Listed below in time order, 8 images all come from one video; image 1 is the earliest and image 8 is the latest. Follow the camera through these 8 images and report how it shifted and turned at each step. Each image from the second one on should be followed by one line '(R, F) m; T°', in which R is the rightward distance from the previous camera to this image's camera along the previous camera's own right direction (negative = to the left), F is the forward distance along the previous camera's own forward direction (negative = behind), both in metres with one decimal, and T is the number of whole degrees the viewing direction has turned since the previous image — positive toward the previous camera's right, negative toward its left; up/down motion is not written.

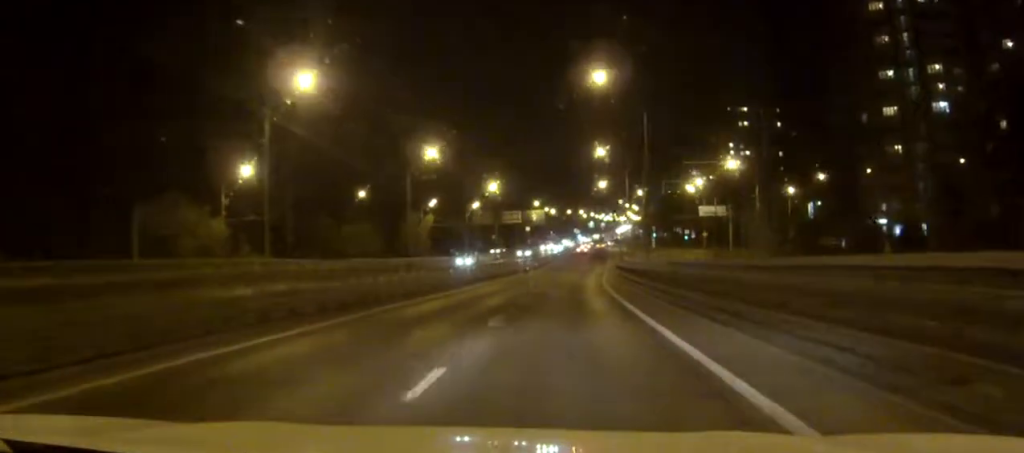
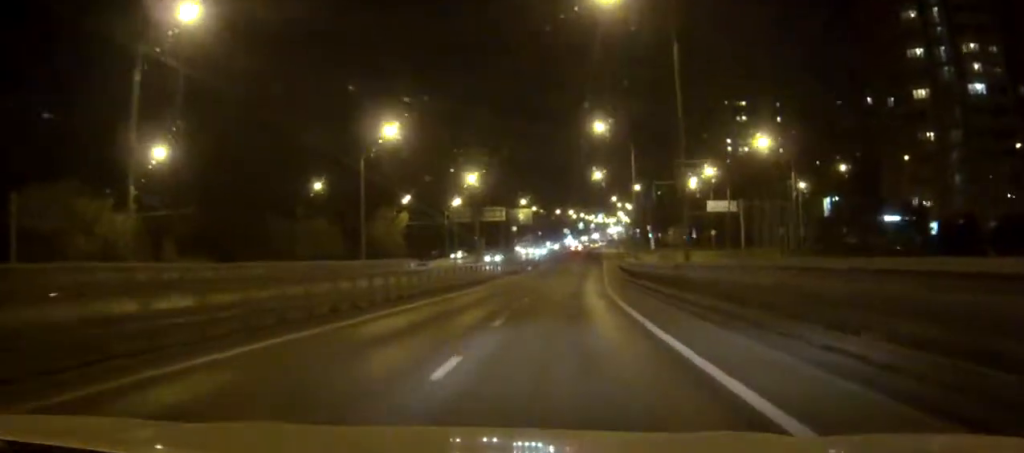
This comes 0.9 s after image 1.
(+0.1, +14.2) m; +1°
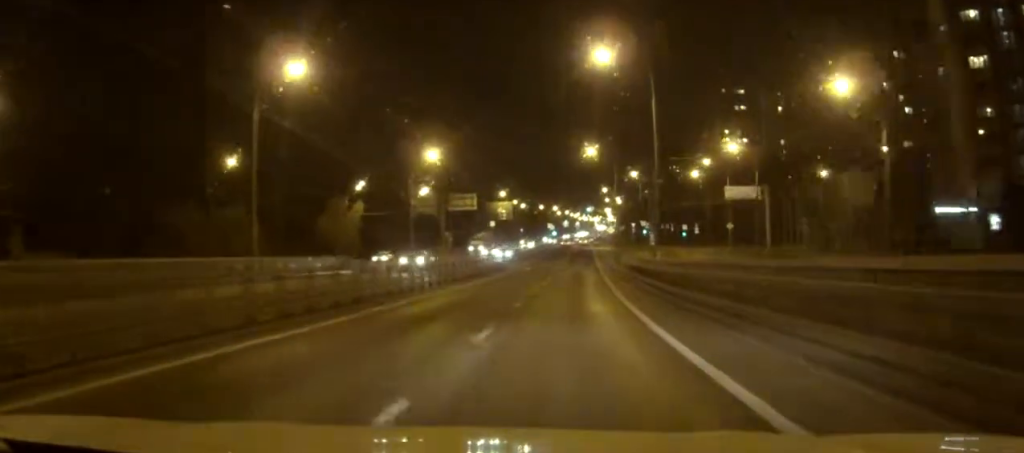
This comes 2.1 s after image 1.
(+0.2, +19.7) m; +1°
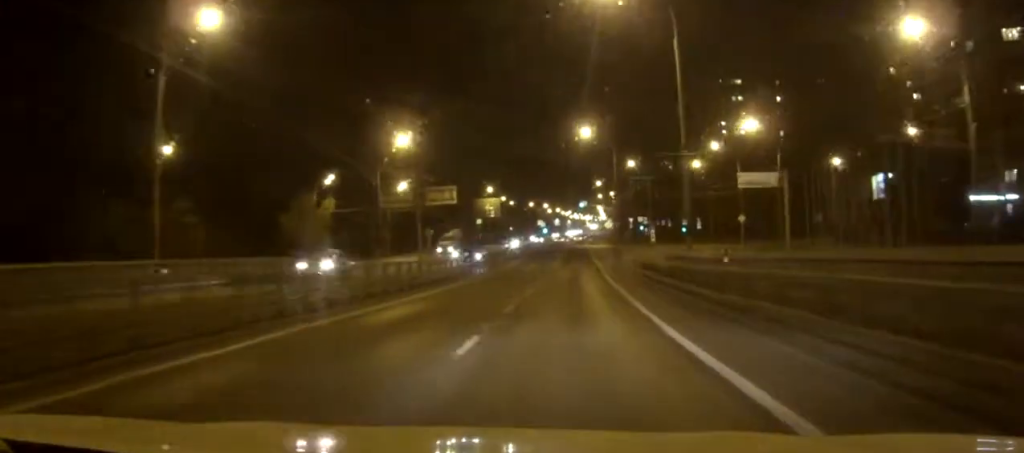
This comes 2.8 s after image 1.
(0.0, +10.1) m; +1°
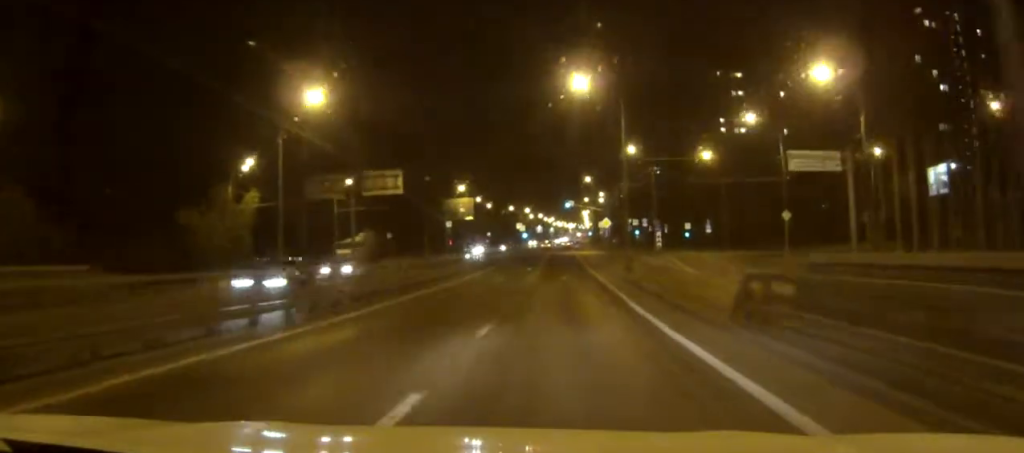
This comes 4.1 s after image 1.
(+0.2, +20.9) m; +1°
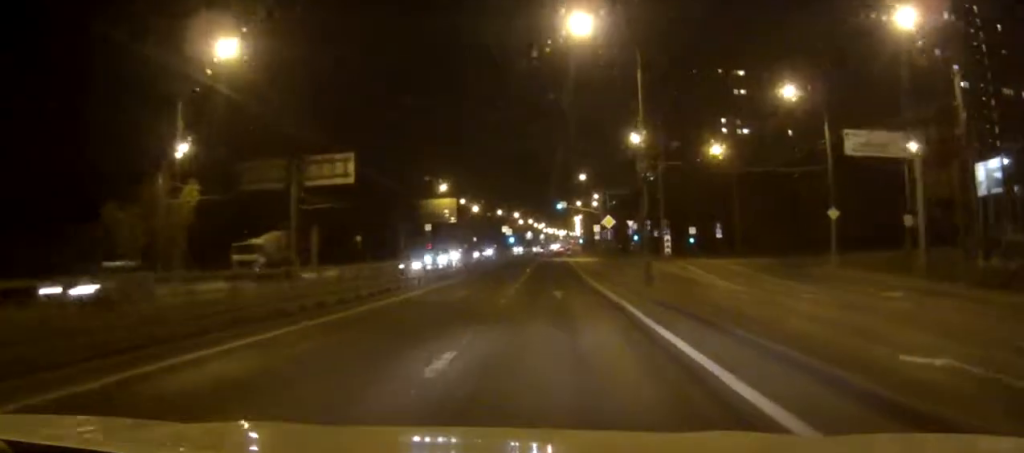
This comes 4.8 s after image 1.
(+0.1, +12.5) m; 0°
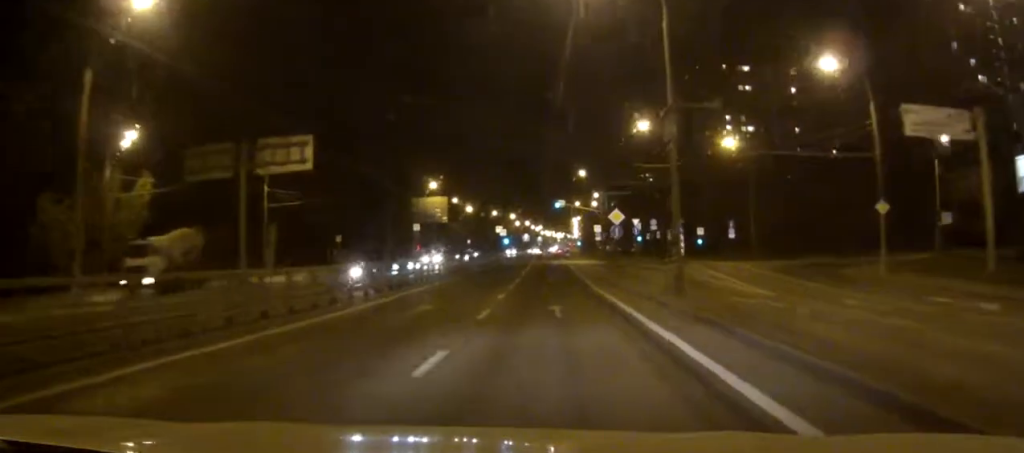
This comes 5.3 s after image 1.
(0.0, +8.2) m; 0°
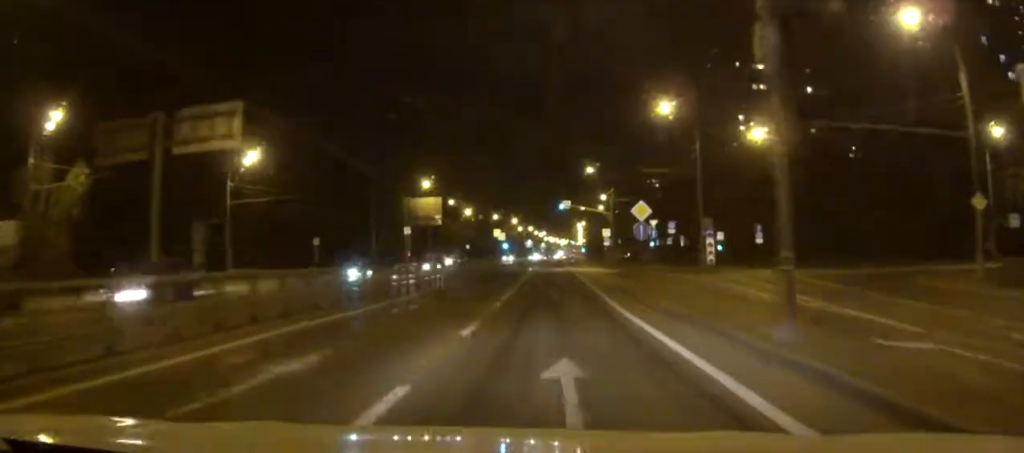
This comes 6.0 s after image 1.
(0.0, +10.3) m; 0°
